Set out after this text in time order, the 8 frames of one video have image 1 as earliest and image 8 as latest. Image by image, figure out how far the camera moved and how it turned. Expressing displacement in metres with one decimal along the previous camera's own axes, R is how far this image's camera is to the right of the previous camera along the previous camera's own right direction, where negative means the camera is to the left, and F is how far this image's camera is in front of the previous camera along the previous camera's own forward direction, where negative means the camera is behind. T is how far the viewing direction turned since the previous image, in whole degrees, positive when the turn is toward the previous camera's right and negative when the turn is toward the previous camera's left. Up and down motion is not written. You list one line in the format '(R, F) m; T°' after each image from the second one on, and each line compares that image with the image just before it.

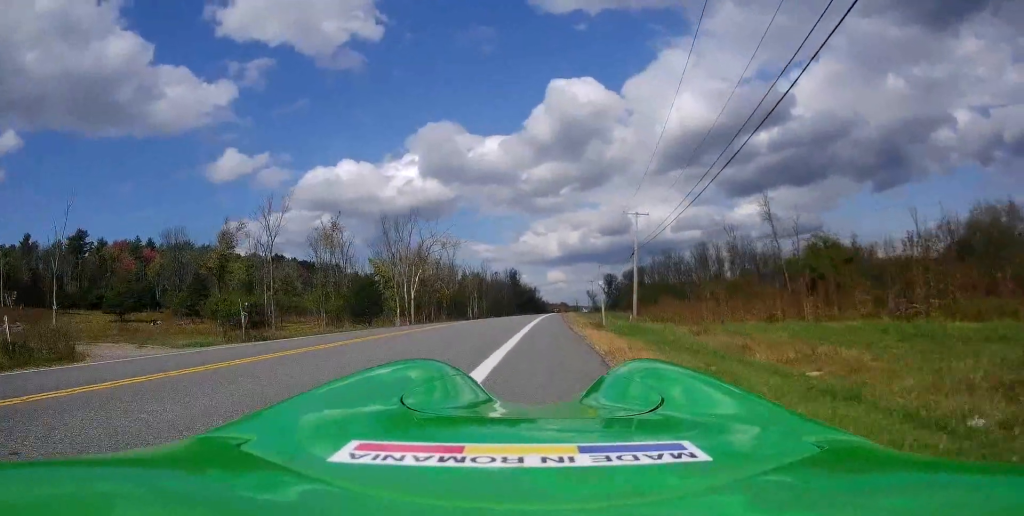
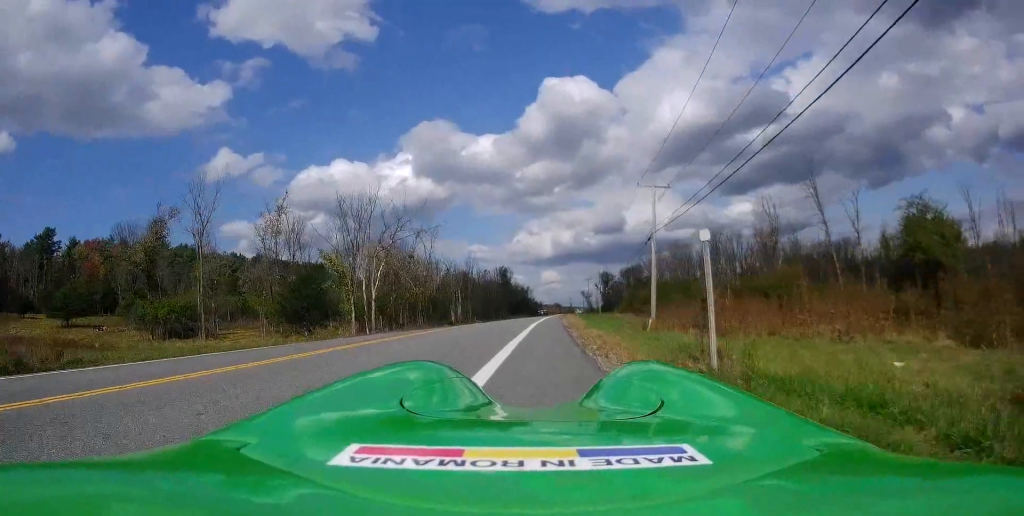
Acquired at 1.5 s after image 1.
(+0.1, +12.5) m; +3°
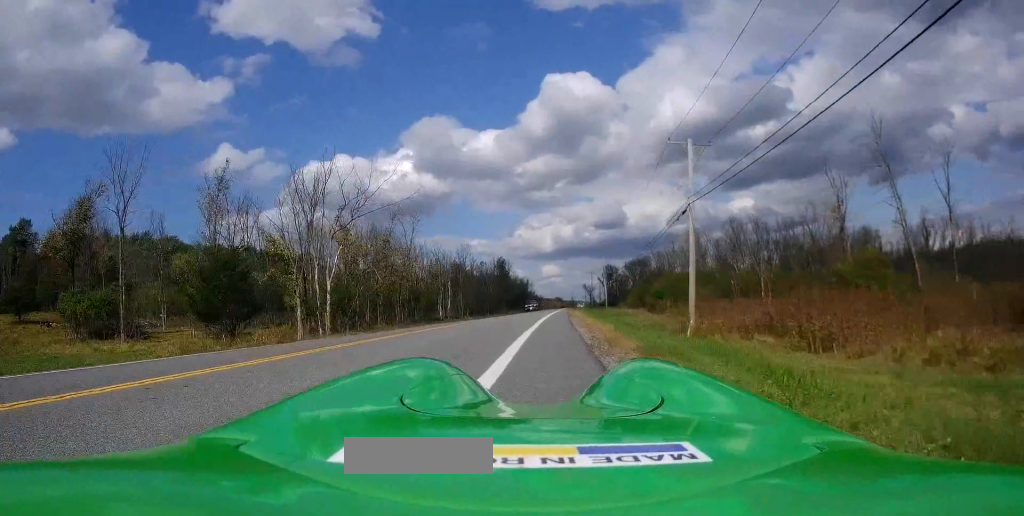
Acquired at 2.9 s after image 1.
(-0.1, +10.8) m; -2°
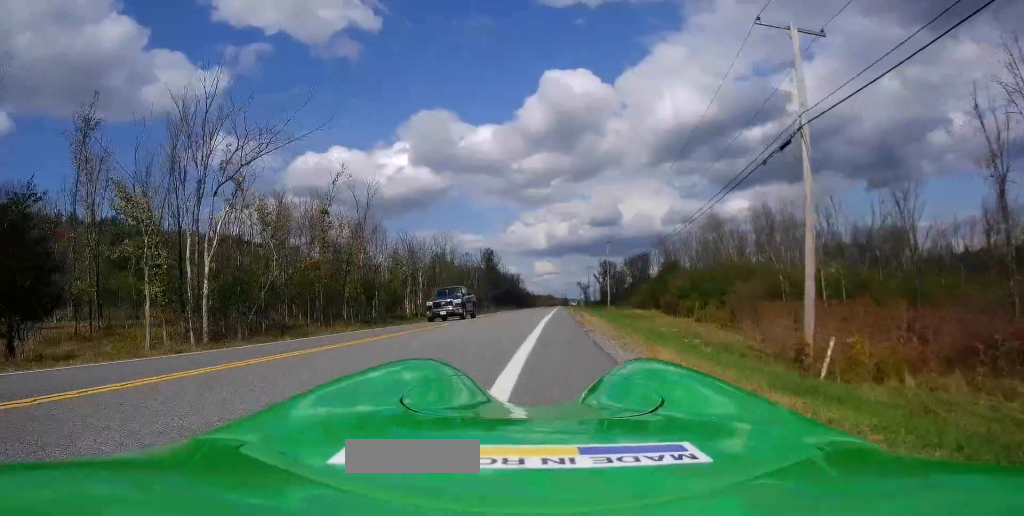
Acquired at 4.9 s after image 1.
(+0.2, +15.2) m; +3°
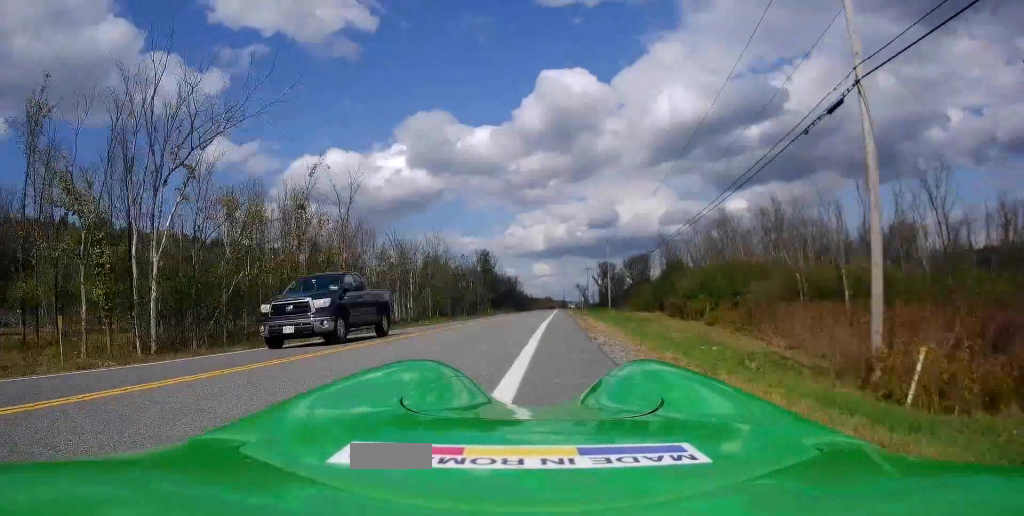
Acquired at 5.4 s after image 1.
(0.0, +4.0) m; 0°
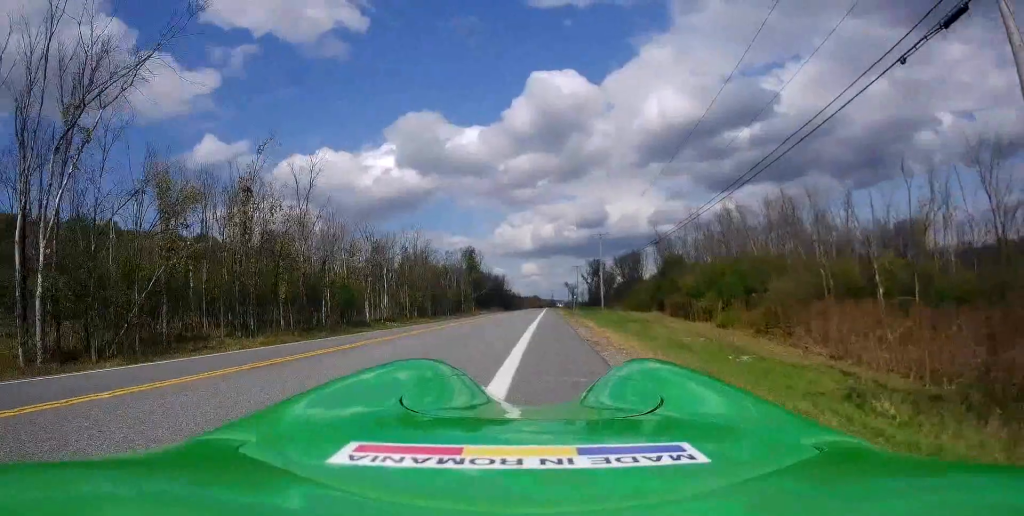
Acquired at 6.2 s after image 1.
(0.0, +6.0) m; 0°
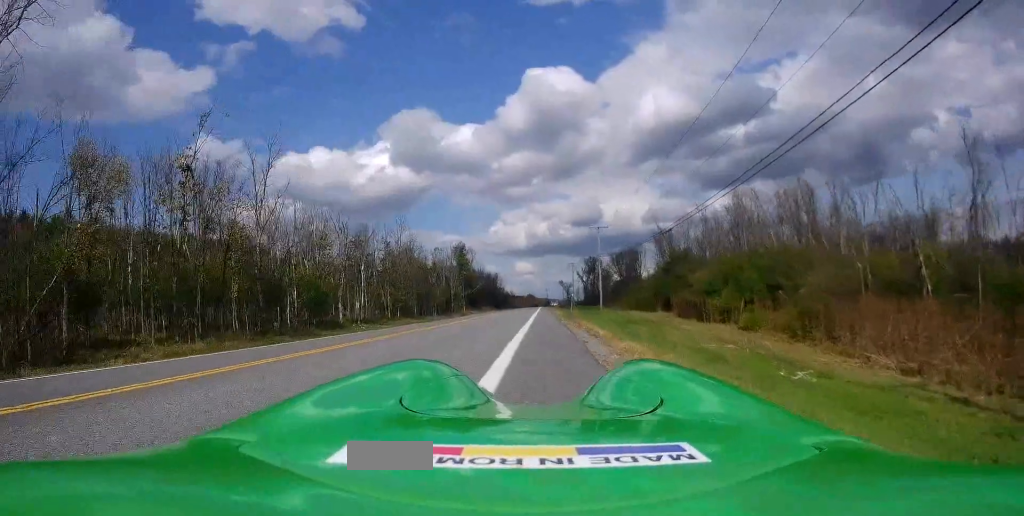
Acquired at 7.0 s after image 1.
(0.0, +5.5) m; 0°
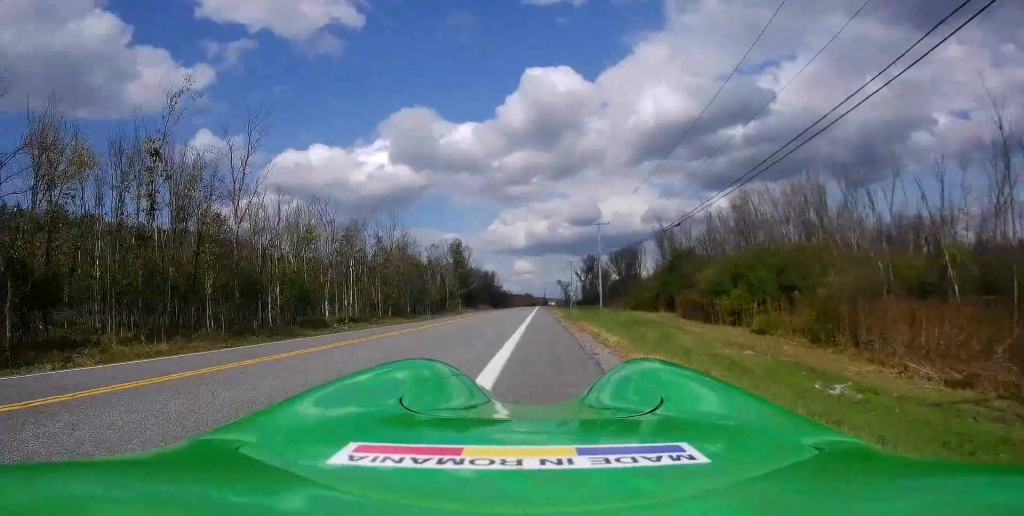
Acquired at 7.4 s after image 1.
(0.0, +2.6) m; 0°
